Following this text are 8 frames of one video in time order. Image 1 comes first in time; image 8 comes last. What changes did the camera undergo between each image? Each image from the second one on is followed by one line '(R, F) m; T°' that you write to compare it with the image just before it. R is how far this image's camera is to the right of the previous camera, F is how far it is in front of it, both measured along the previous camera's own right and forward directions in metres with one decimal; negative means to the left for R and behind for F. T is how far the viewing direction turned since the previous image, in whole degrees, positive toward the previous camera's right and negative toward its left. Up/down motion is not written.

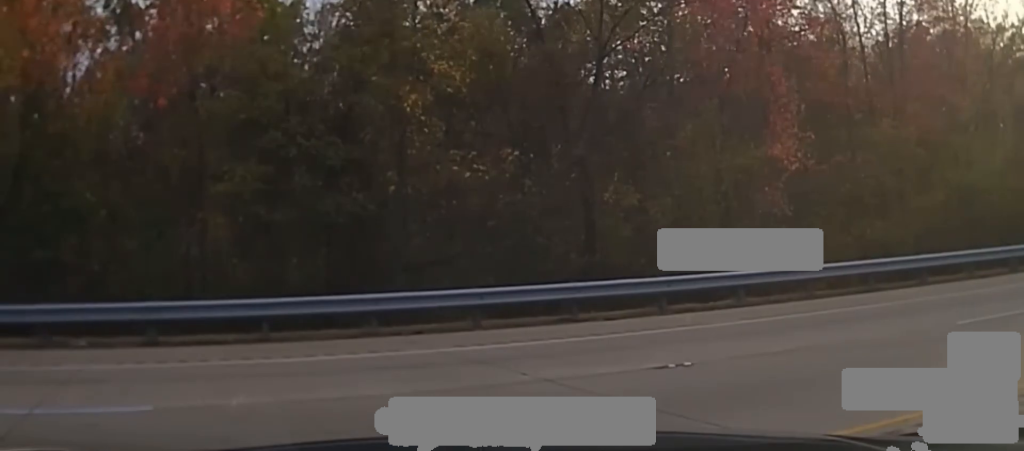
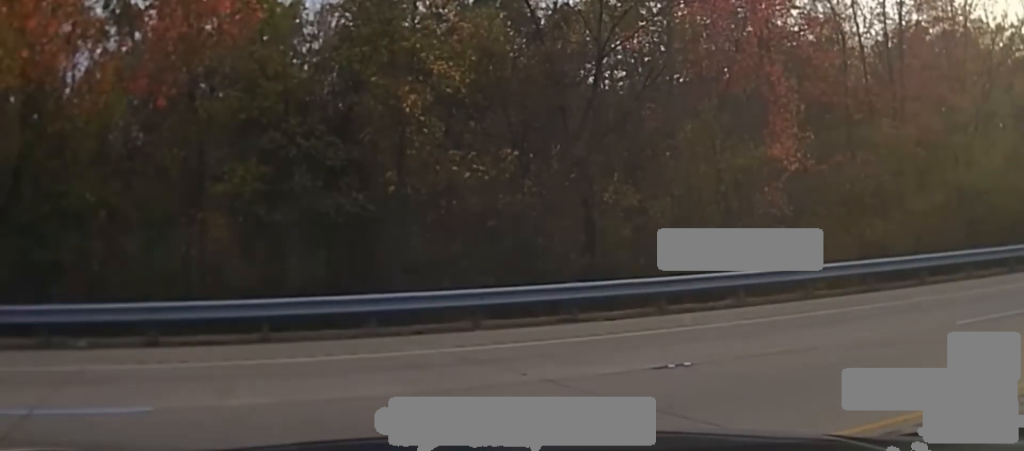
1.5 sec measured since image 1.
(+0.1, 0.0) m; 0°
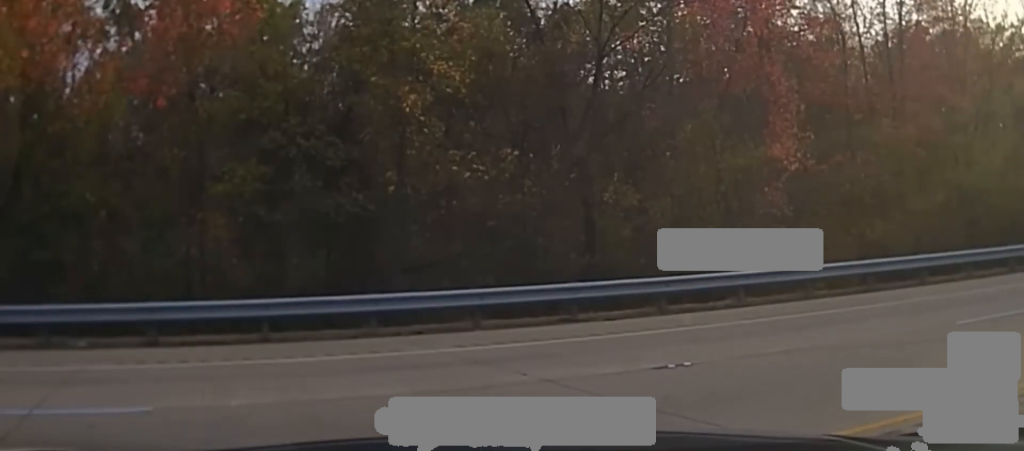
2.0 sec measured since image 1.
(+0.1, 0.0) m; 0°
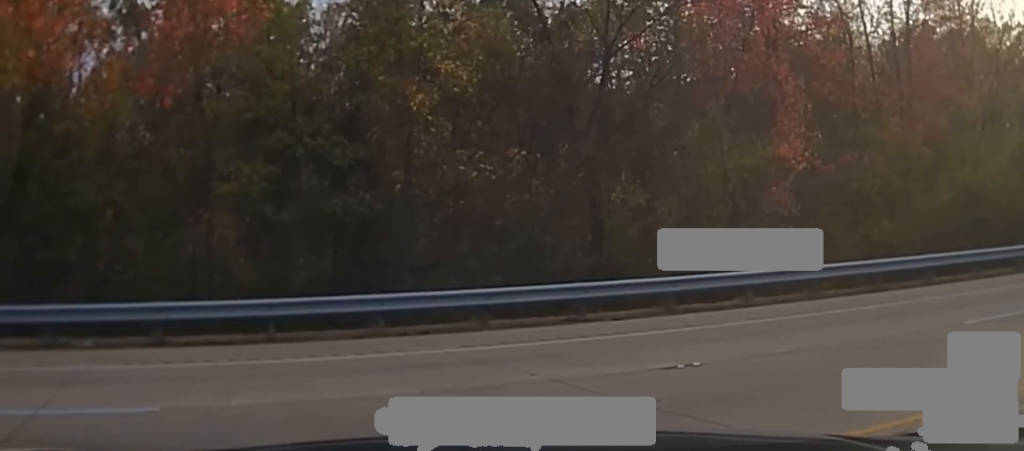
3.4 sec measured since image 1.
(+0.3, +0.1) m; 0°
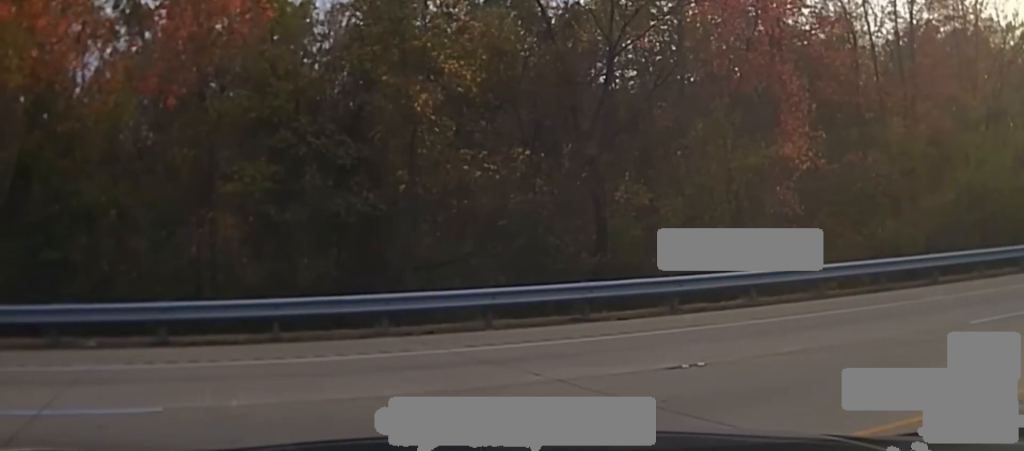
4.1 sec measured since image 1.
(+0.3, +0.1) m; 0°
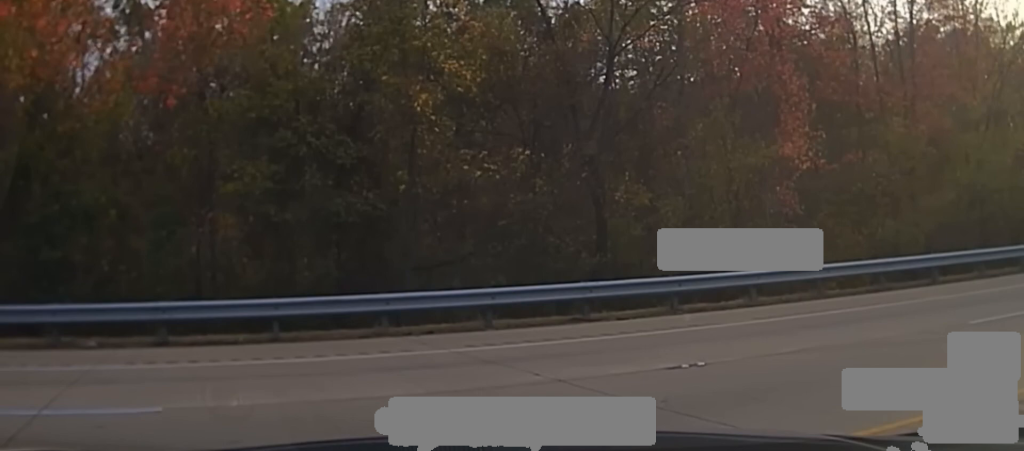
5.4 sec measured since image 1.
(+0.7, +0.3) m; 0°
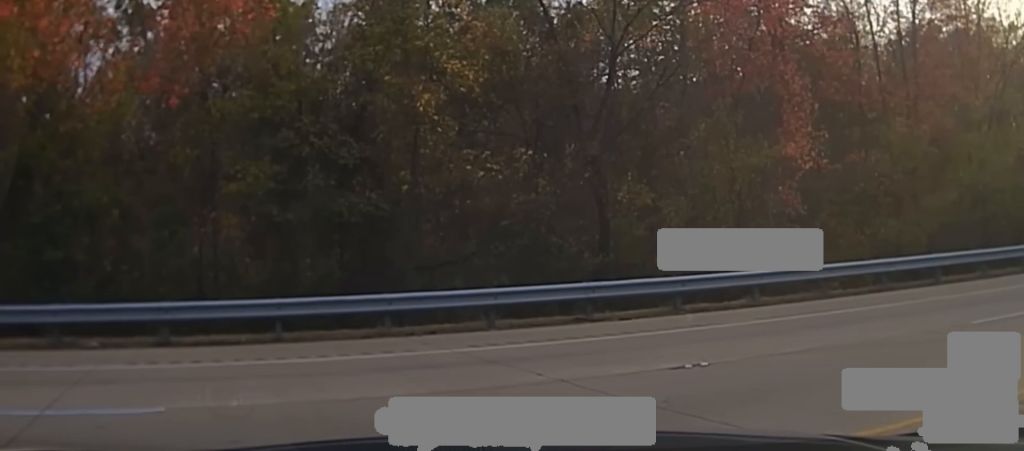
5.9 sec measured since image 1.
(-0.1, +0.4) m; 0°
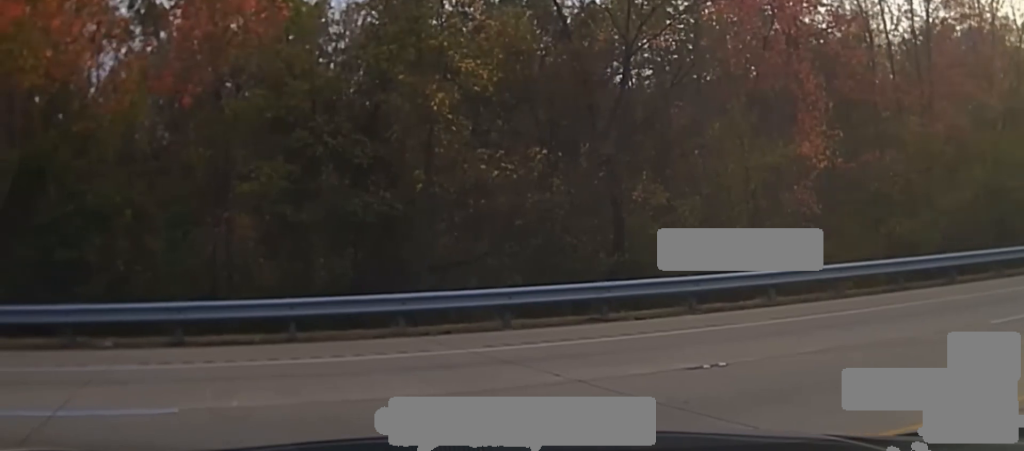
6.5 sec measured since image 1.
(-0.3, +0.3) m; 0°
